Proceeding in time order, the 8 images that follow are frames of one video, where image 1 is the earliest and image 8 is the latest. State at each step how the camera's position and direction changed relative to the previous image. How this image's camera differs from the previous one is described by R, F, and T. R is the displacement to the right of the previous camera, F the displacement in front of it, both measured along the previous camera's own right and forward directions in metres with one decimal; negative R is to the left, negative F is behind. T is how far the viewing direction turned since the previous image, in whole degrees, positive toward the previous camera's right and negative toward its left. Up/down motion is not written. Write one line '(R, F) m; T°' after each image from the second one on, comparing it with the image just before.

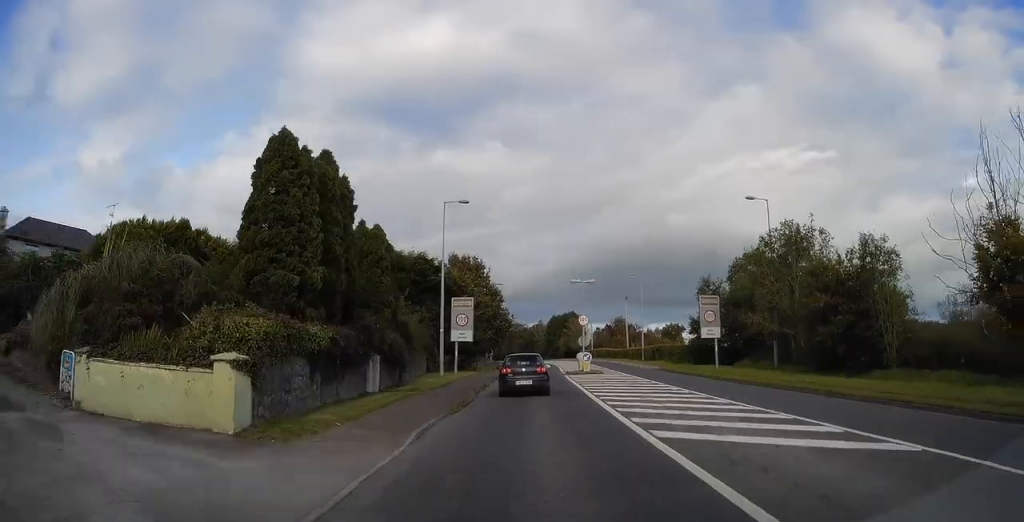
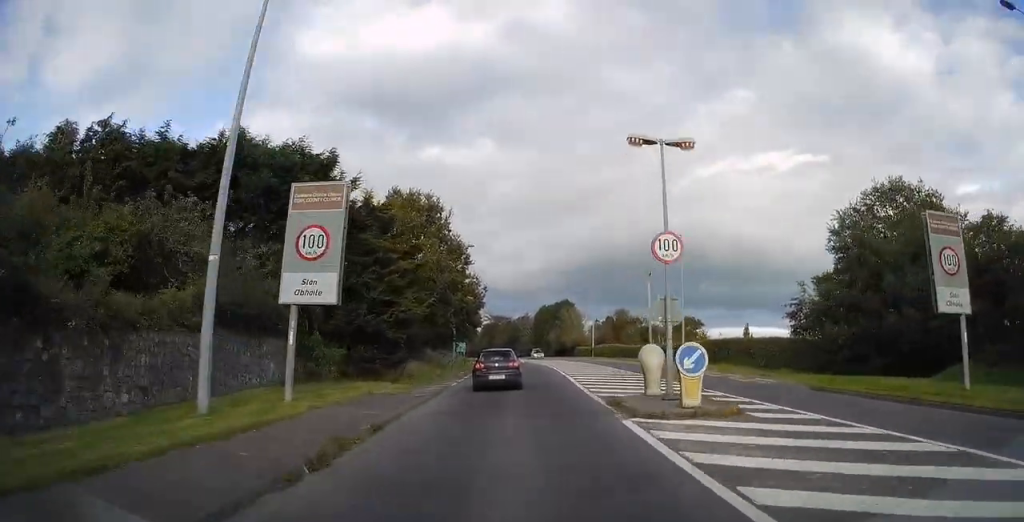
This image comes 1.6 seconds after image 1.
(+0.4, +21.9) m; +2°
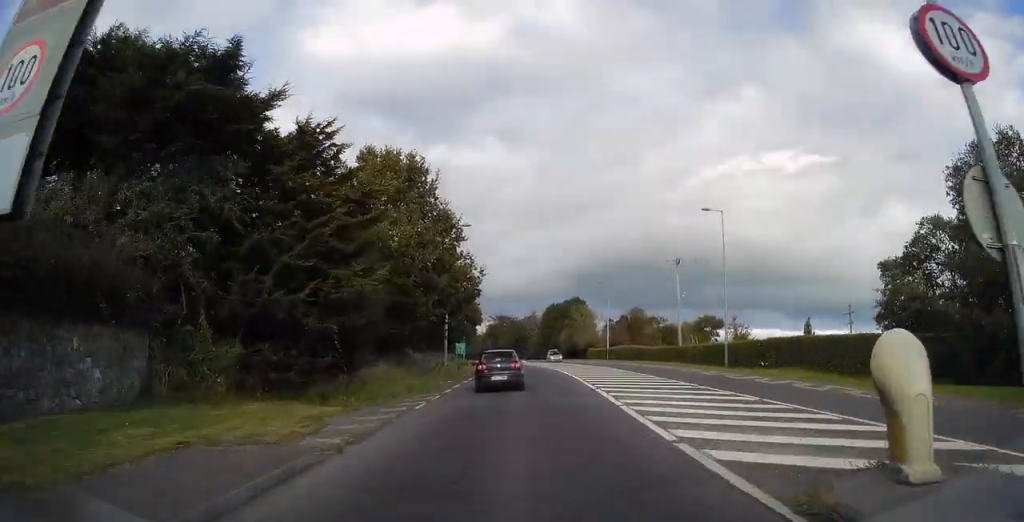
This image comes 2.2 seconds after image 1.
(0.0, +8.1) m; +1°
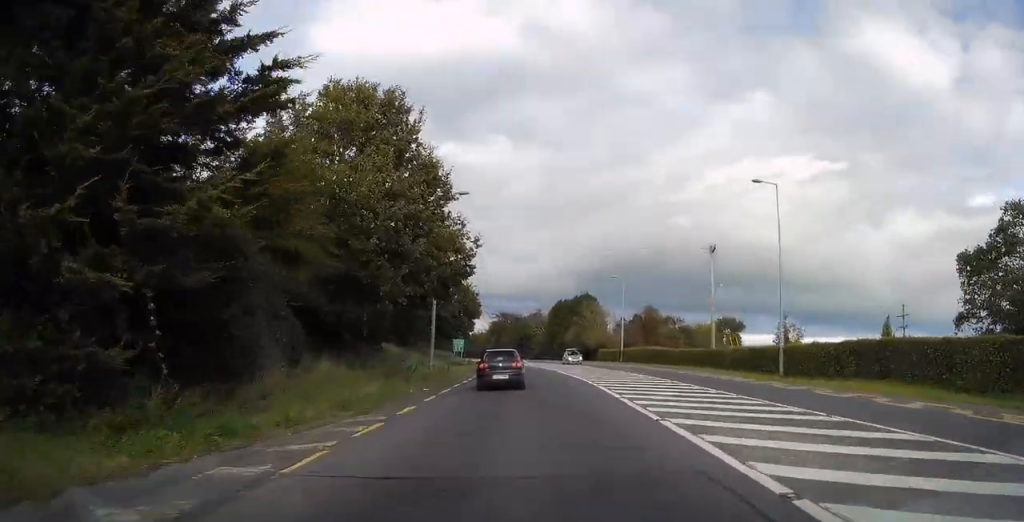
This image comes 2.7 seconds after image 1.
(+0.1, +8.5) m; 0°
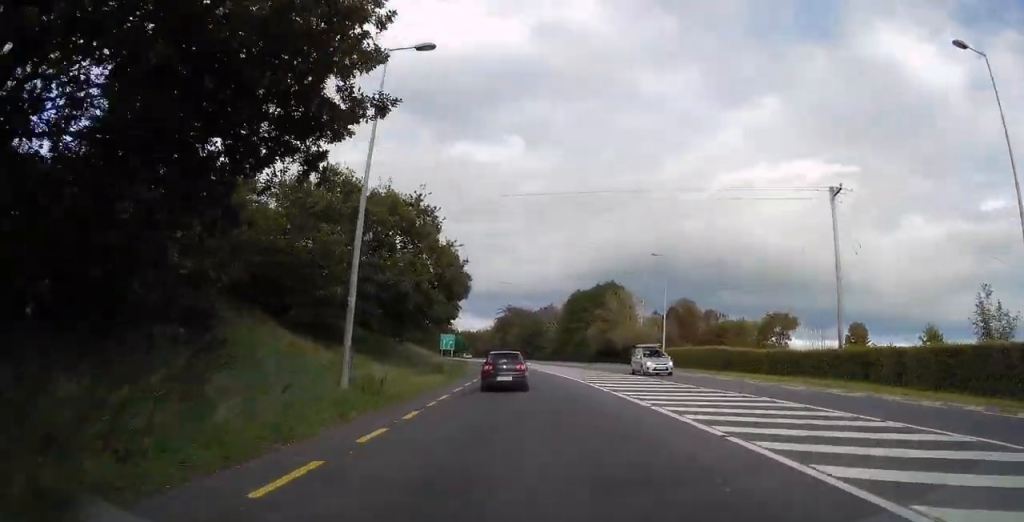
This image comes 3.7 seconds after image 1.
(0.0, +17.4) m; -1°
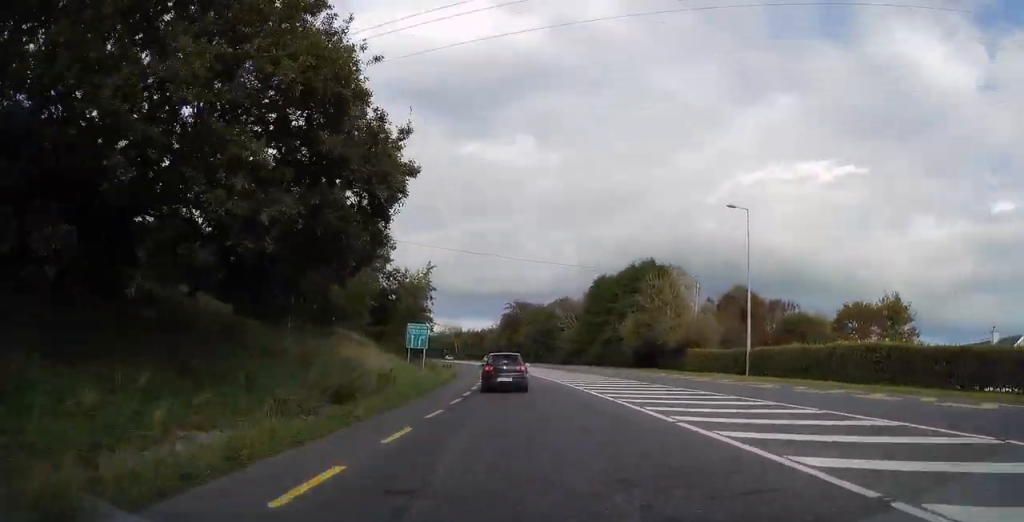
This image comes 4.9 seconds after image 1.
(-0.2, +18.2) m; 0°
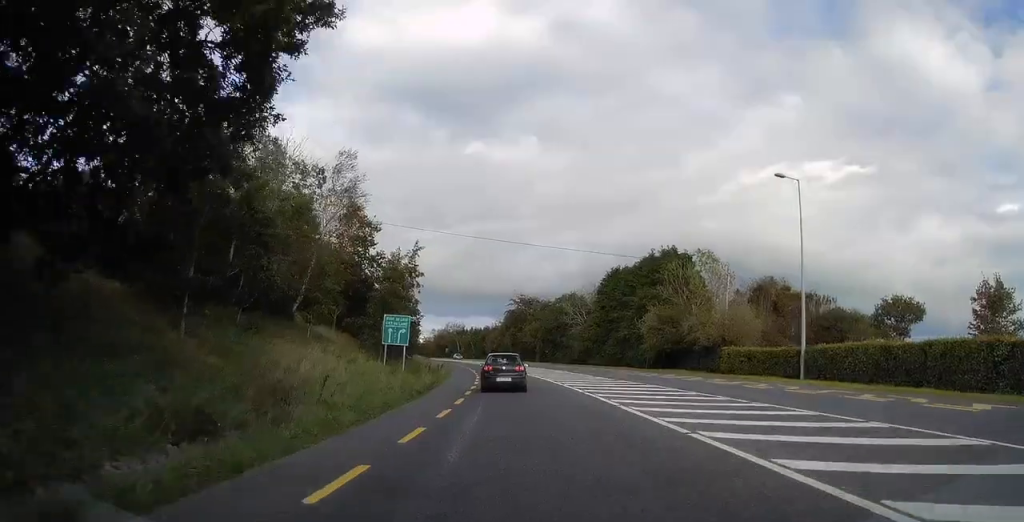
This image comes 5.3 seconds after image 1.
(0.0, +6.6) m; 0°
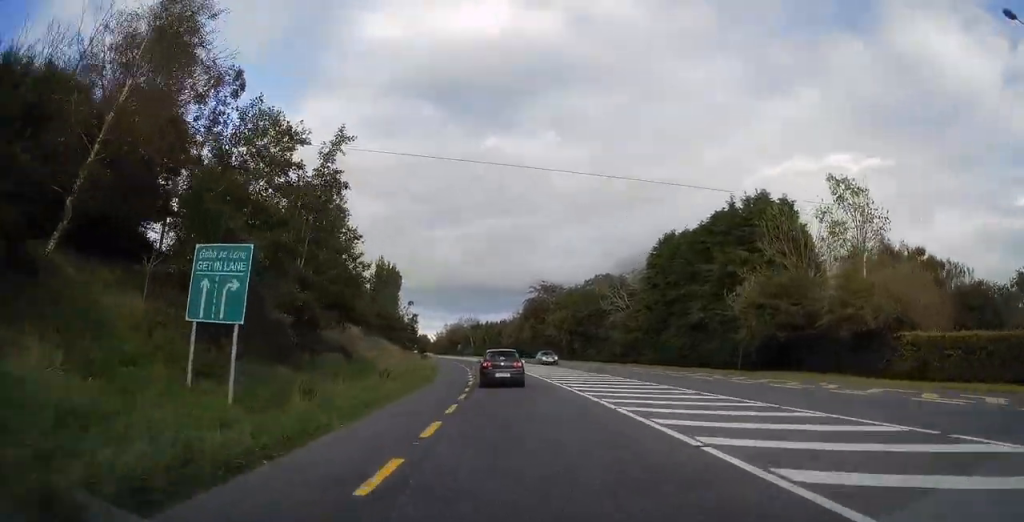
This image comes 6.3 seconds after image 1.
(+0.2, +17.4) m; 0°
